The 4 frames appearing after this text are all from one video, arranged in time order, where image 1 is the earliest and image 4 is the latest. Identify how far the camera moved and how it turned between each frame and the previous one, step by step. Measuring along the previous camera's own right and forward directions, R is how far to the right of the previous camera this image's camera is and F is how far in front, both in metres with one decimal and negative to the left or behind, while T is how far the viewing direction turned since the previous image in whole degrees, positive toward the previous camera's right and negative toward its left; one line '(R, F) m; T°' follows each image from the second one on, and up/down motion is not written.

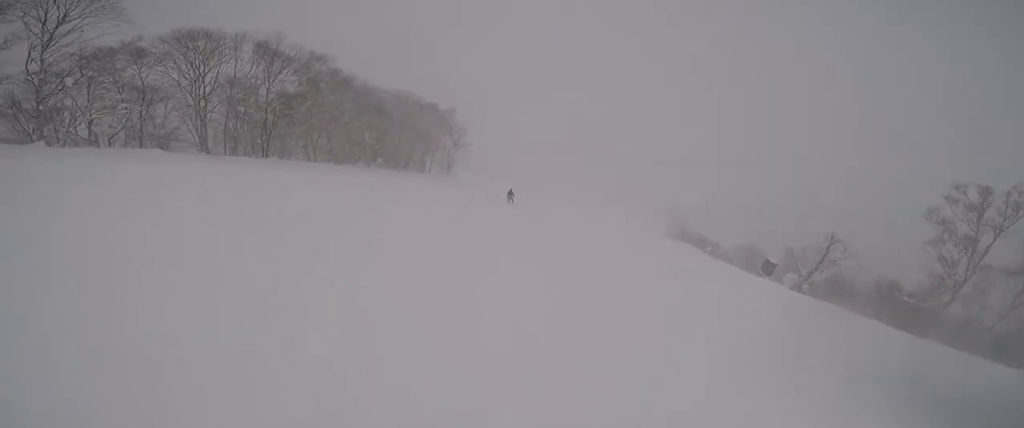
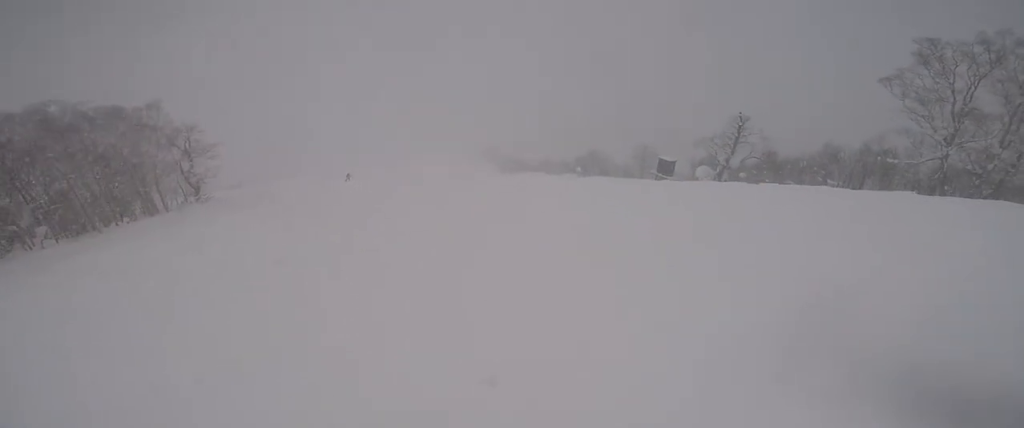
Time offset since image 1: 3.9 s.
(+2.4, +18.6) m; +30°
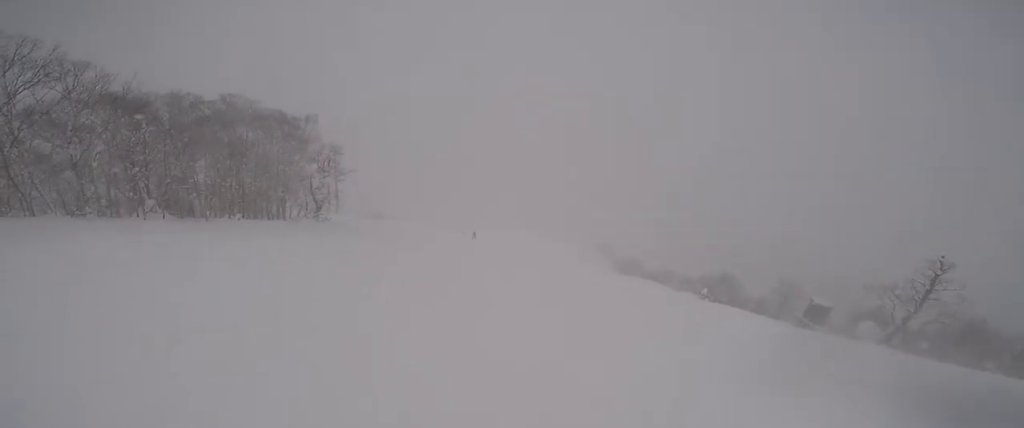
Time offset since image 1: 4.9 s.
(-0.1, +5.7) m; -8°
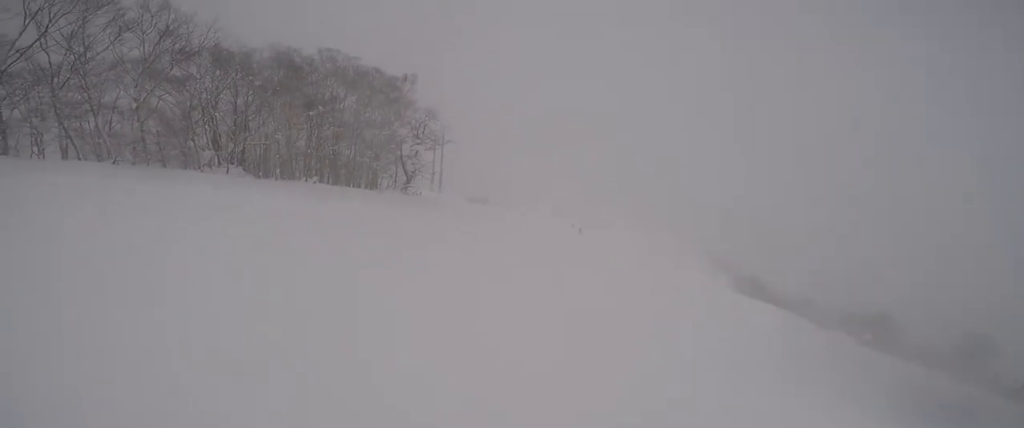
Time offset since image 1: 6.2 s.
(-2.1, +6.4) m; -25°
